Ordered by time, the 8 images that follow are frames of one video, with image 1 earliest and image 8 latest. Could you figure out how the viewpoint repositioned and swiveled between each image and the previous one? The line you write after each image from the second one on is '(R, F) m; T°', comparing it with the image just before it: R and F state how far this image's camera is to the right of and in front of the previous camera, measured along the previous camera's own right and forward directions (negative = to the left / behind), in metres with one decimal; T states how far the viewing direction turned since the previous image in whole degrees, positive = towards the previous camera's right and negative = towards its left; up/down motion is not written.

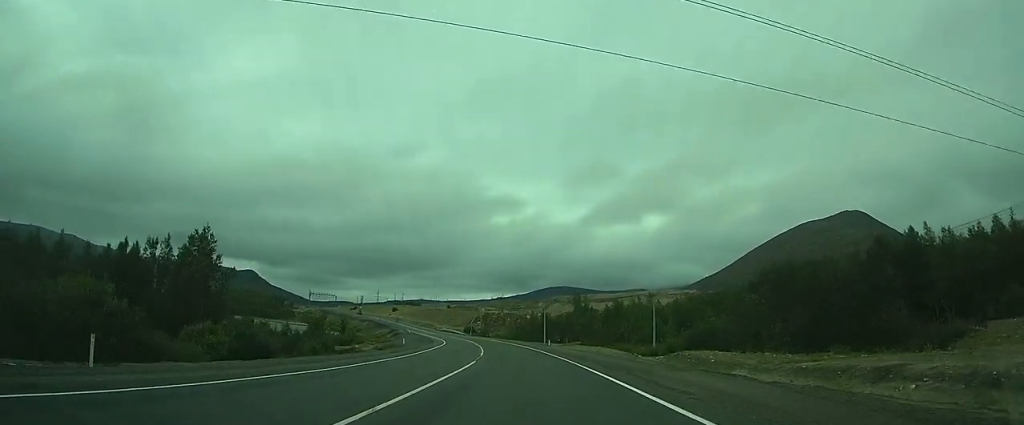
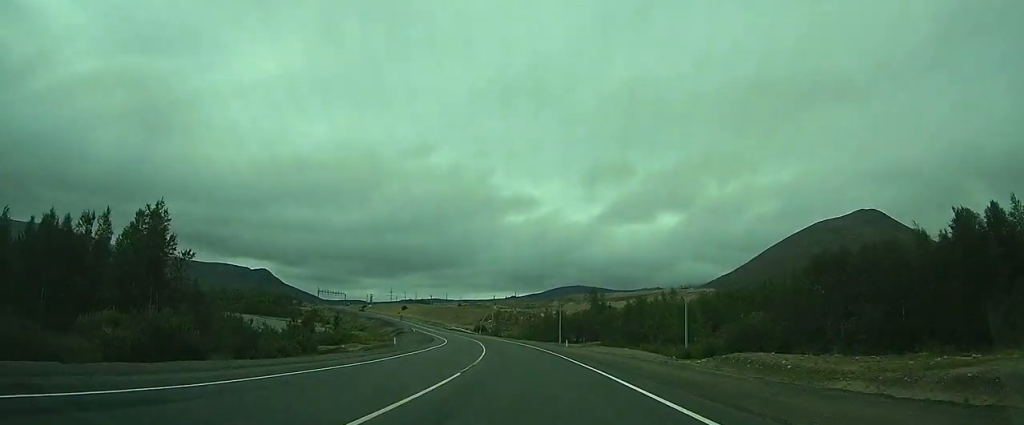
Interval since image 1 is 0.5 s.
(0.0, +10.2) m; -2°
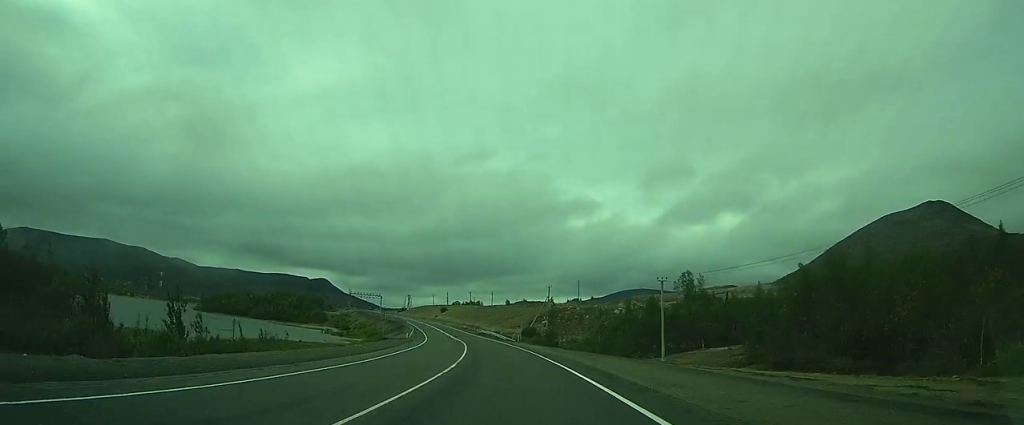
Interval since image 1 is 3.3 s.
(-3.7, +53.2) m; -6°
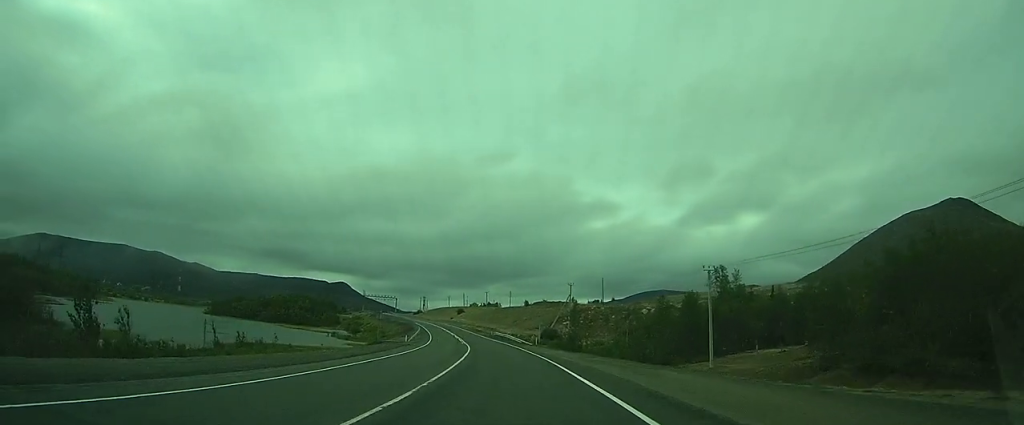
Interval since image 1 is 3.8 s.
(-0.1, +11.1) m; -1°
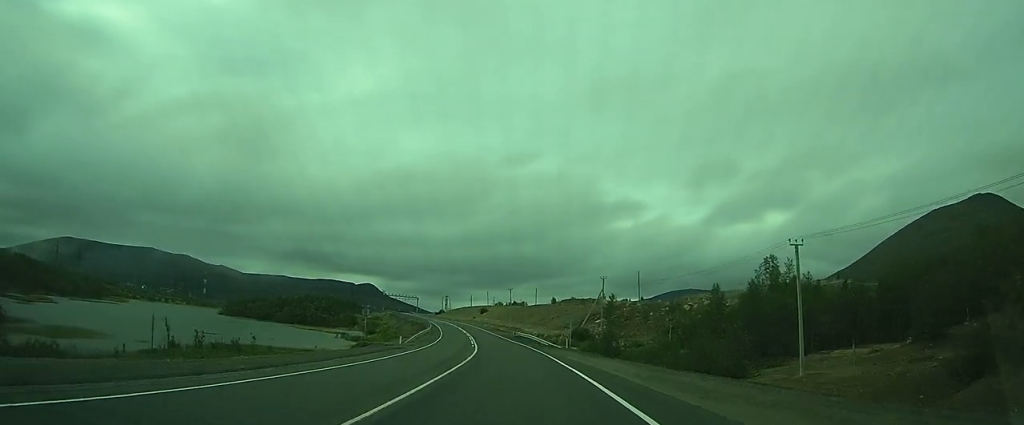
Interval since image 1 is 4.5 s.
(+0.1, +13.7) m; -2°
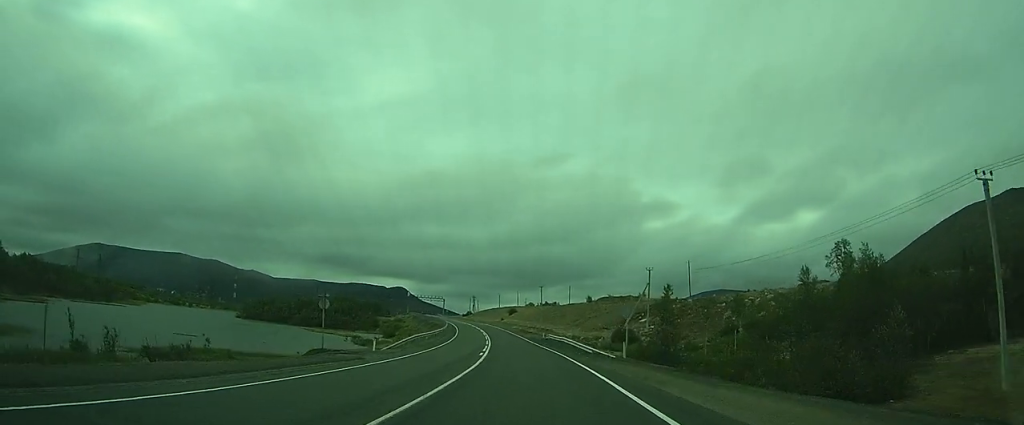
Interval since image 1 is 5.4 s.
(-0.5, +16.4) m; -4°
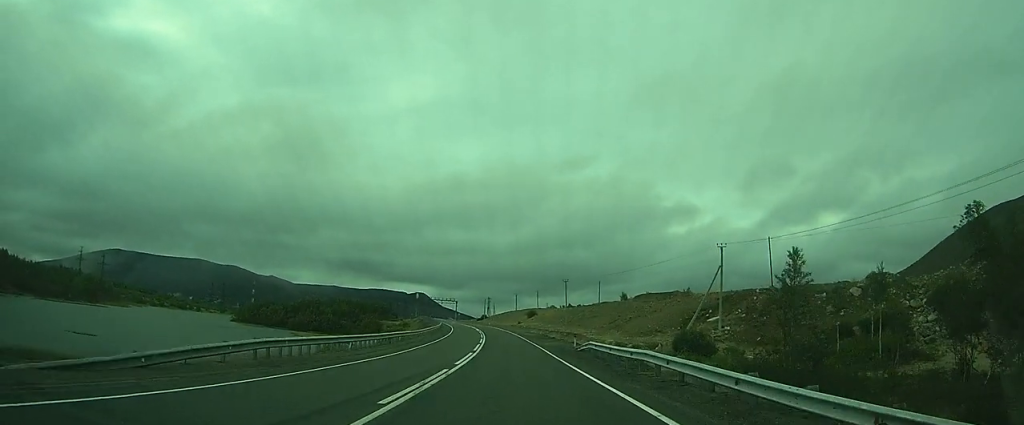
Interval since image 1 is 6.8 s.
(-2.1, +28.5) m; -8°
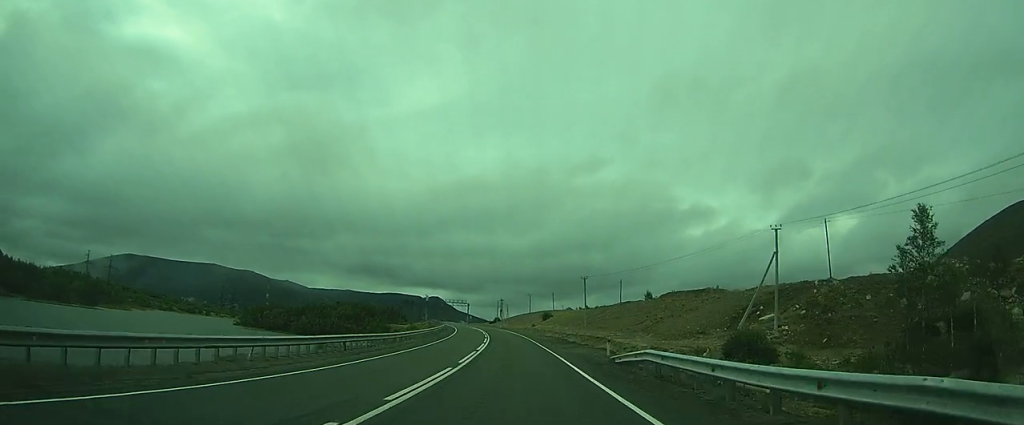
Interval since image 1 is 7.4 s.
(-0.3, +12.3) m; -2°
